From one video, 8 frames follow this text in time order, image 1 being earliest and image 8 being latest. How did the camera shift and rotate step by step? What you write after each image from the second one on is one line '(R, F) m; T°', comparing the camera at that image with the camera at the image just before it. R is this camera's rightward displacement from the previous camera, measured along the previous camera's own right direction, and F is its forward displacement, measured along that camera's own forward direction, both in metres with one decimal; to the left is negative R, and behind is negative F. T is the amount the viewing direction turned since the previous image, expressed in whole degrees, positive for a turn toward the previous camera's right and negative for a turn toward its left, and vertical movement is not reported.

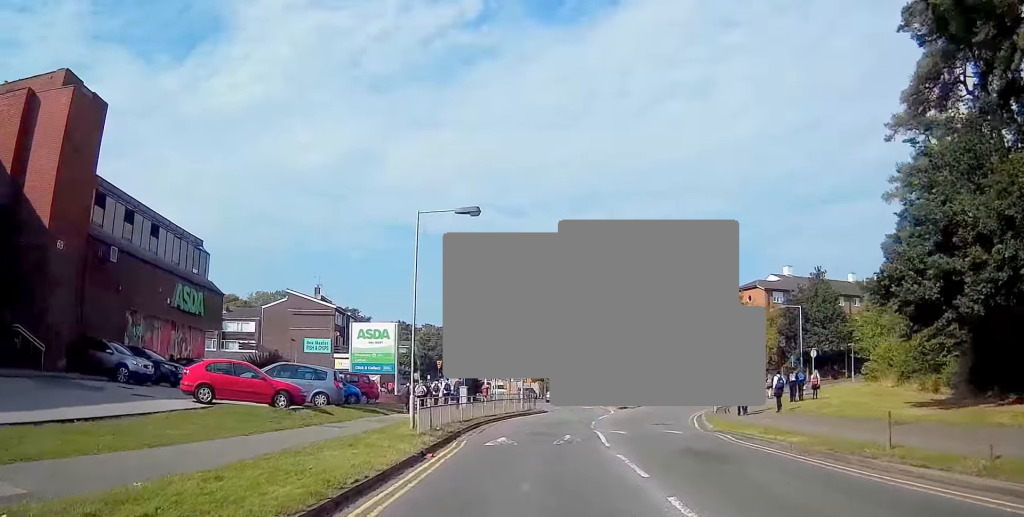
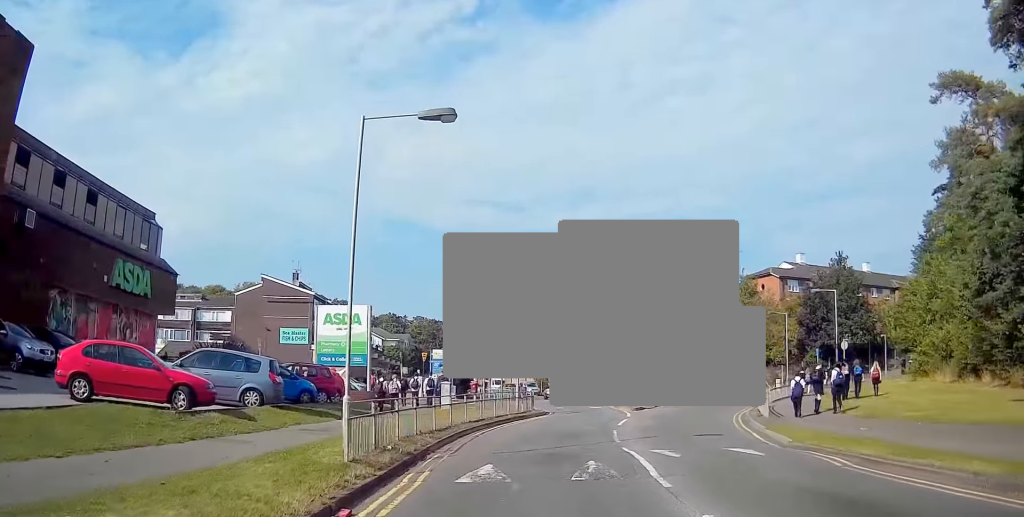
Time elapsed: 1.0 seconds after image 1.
(+0.1, +6.7) m; +1°
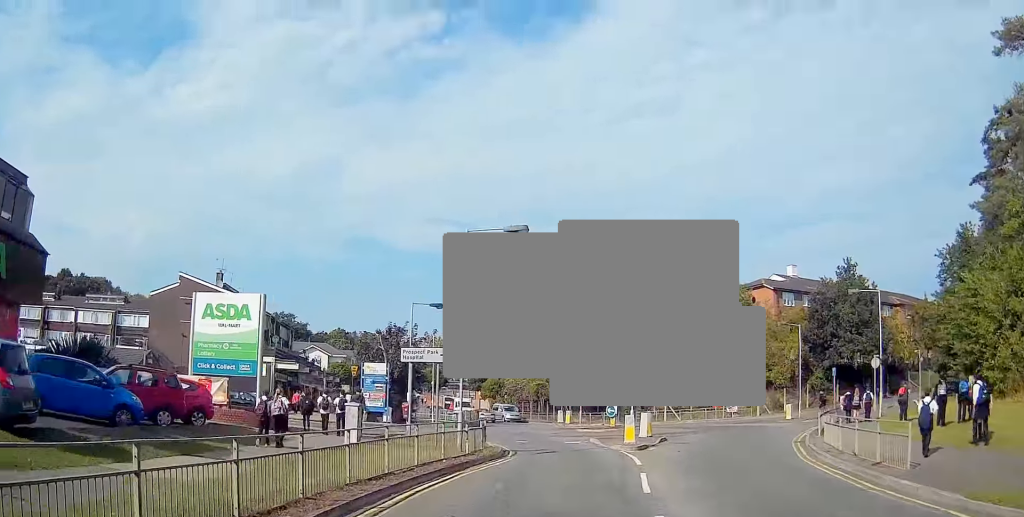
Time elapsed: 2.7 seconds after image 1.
(+0.1, +10.8) m; +2°
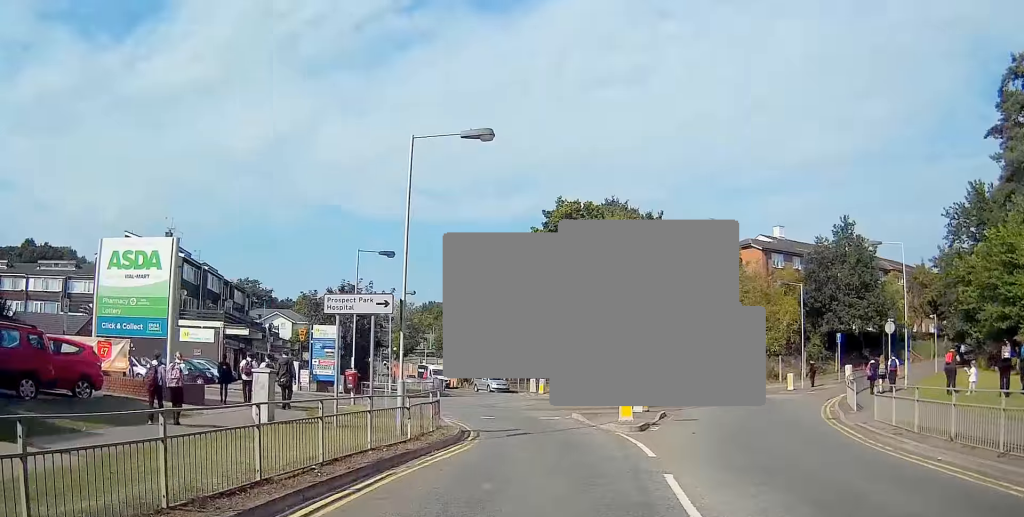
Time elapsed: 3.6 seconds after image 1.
(+0.1, +5.1) m; +3°
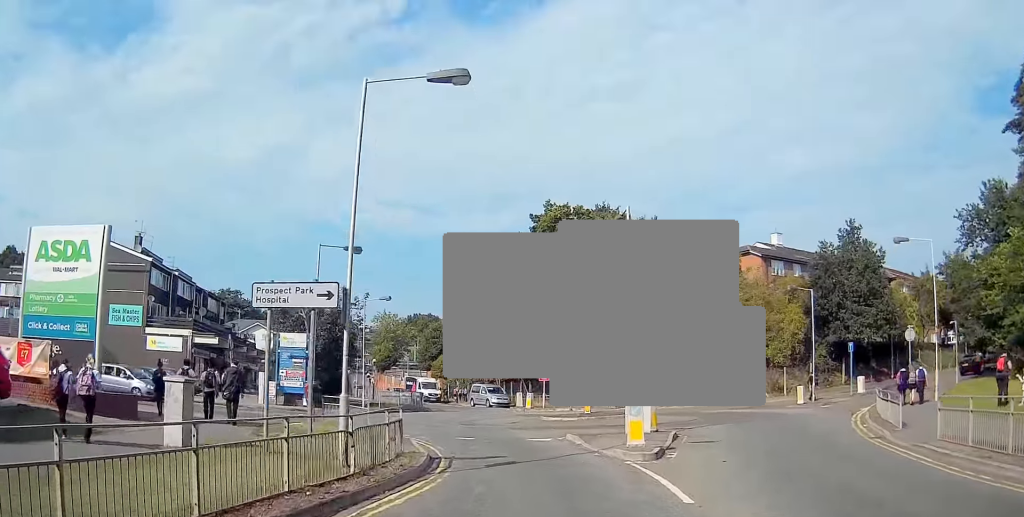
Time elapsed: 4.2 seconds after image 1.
(0.0, +3.4) m; +2°
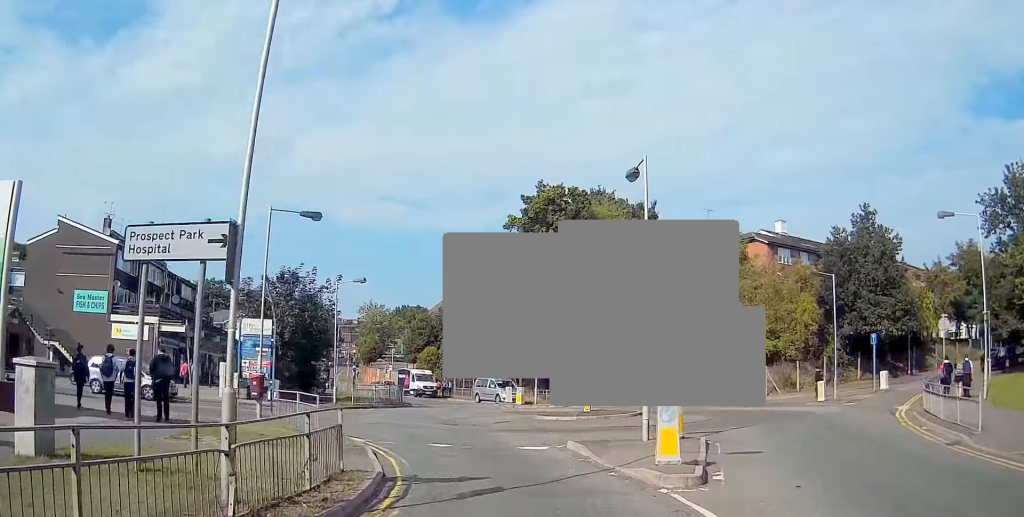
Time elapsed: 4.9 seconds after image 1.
(+0.1, +3.9) m; +1°
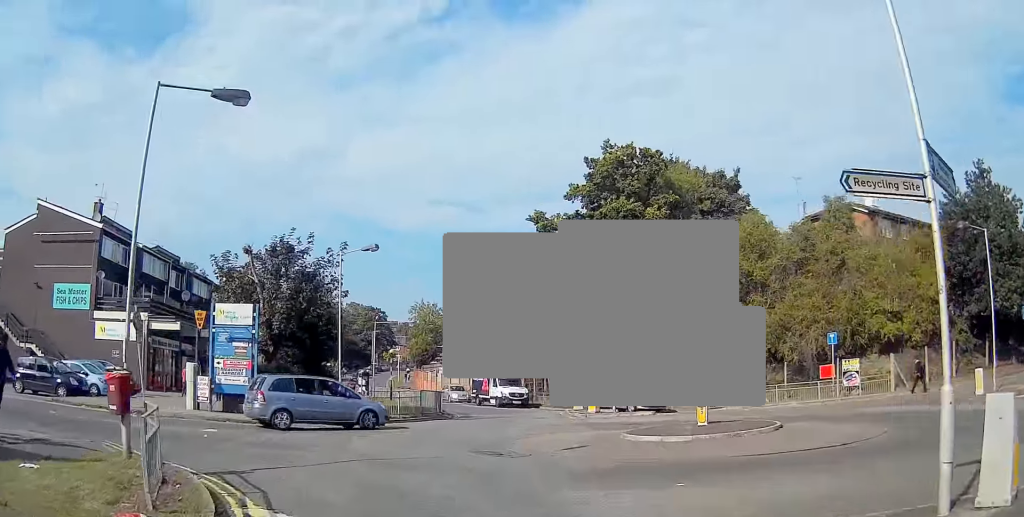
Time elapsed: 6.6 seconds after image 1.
(-0.6, +9.0) m; -10°
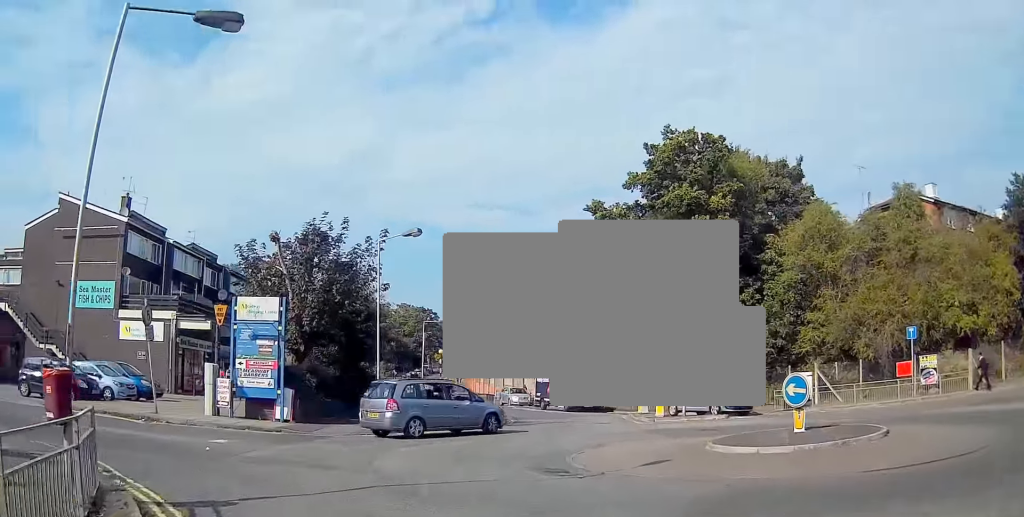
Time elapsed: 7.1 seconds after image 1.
(0.0, +2.8) m; -4°
